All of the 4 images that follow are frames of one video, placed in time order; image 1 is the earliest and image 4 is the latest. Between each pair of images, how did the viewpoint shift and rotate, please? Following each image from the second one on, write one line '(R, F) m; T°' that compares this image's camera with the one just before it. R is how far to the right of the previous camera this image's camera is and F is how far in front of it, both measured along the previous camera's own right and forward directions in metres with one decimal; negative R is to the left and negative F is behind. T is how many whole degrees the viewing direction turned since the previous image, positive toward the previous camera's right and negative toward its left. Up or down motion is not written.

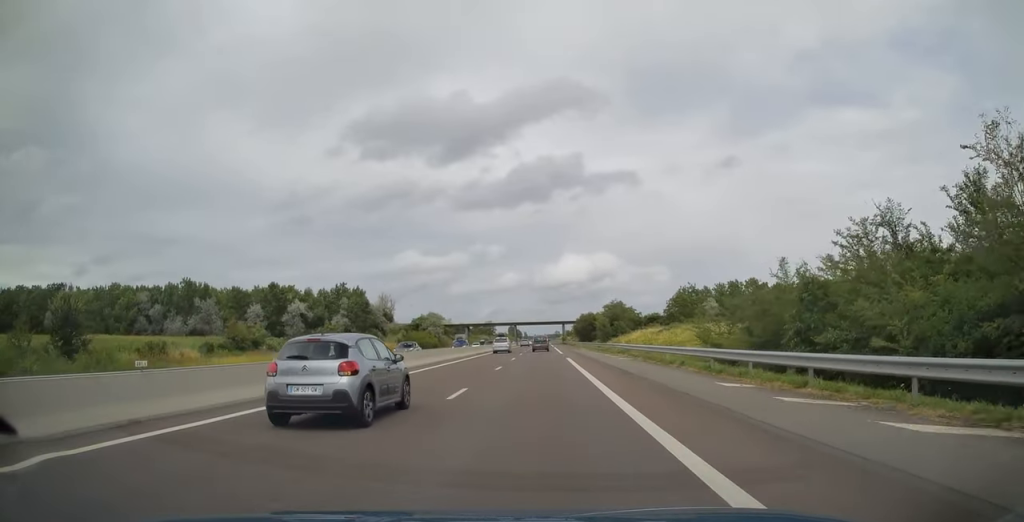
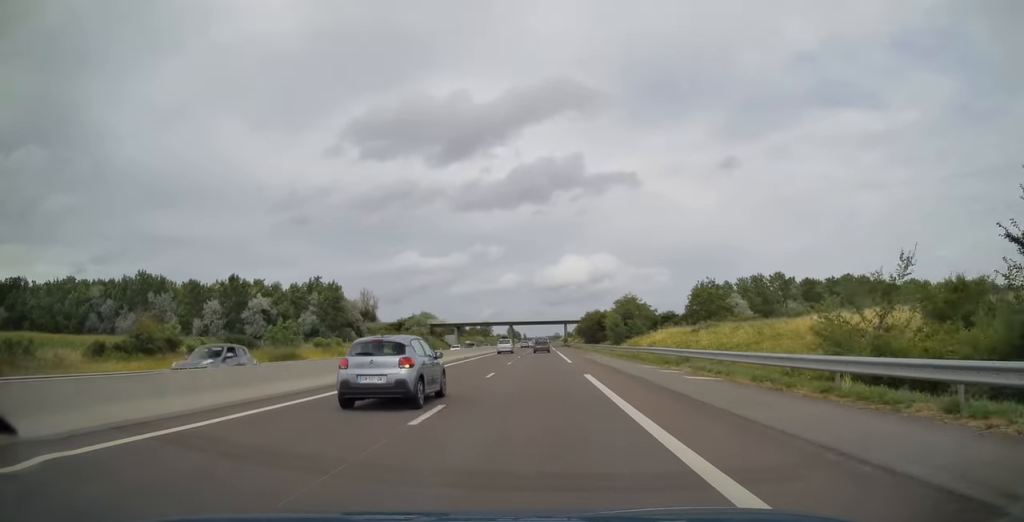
(+0.1, +17.2) m; 0°
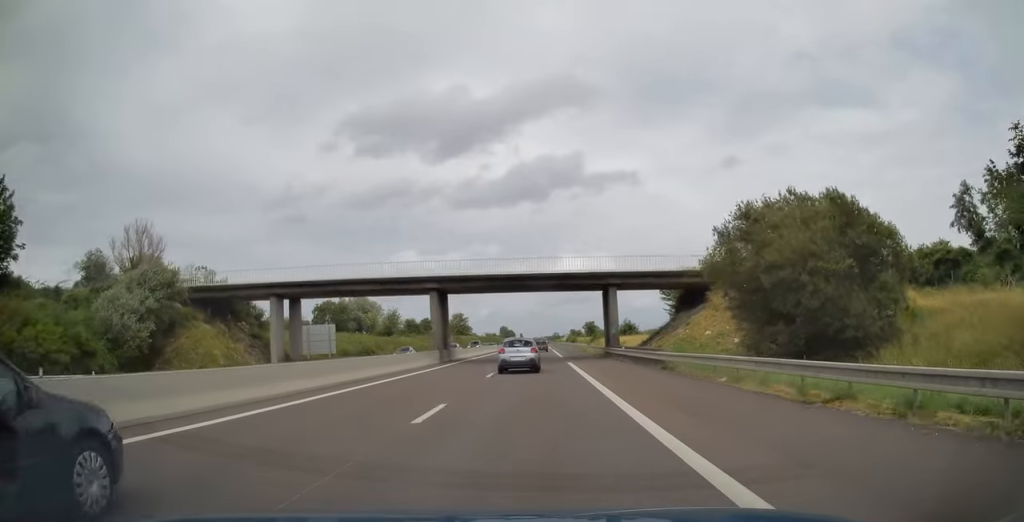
(-0.3, +90.6) m; 0°
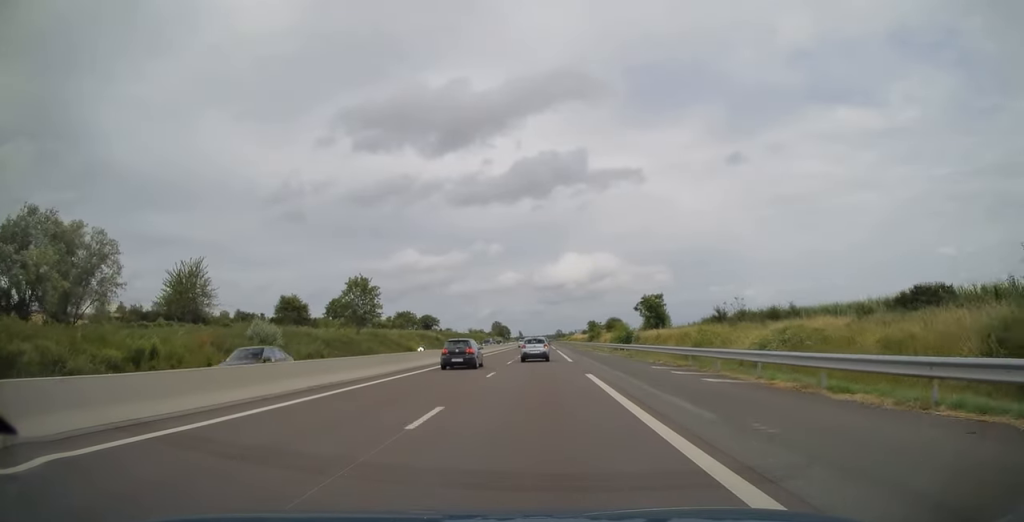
(-1.6, +117.7) m; 0°
